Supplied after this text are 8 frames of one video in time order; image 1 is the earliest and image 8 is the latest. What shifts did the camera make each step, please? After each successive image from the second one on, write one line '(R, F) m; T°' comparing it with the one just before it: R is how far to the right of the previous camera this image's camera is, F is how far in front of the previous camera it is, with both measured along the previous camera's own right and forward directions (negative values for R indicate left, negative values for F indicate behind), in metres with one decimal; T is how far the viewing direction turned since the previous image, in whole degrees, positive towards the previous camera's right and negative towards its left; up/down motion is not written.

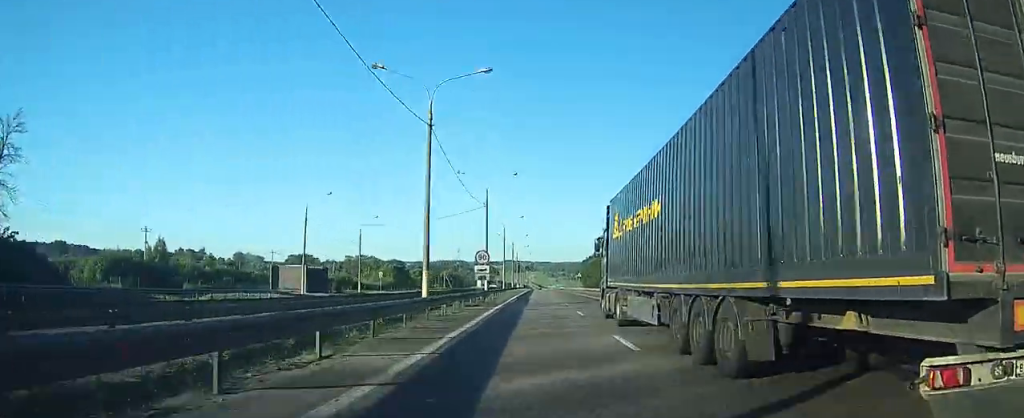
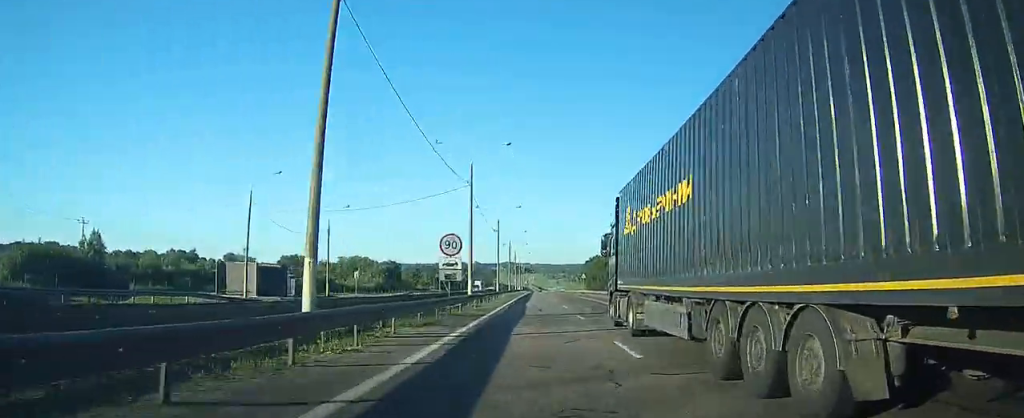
(+0.1, +13.0) m; 0°
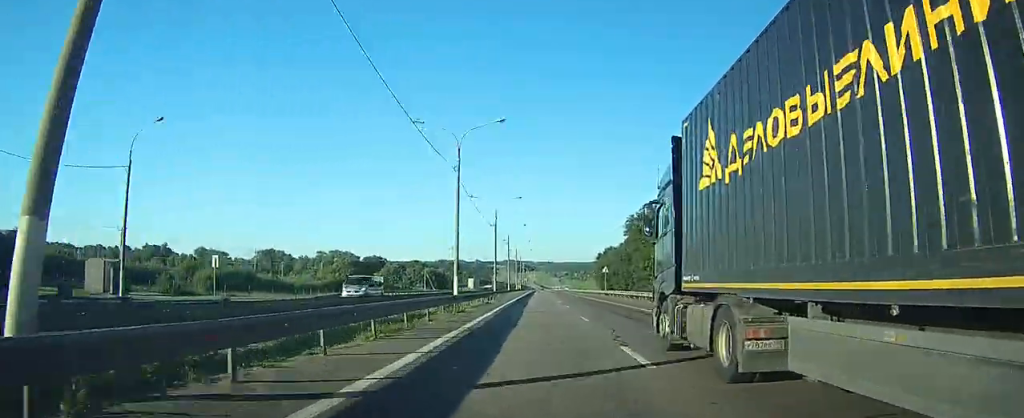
(+0.1, +37.8) m; 0°
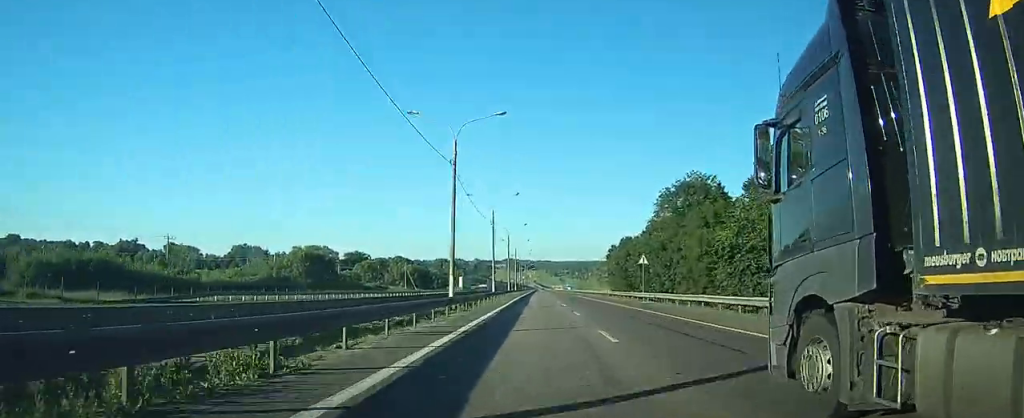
(-0.3, +32.0) m; -1°
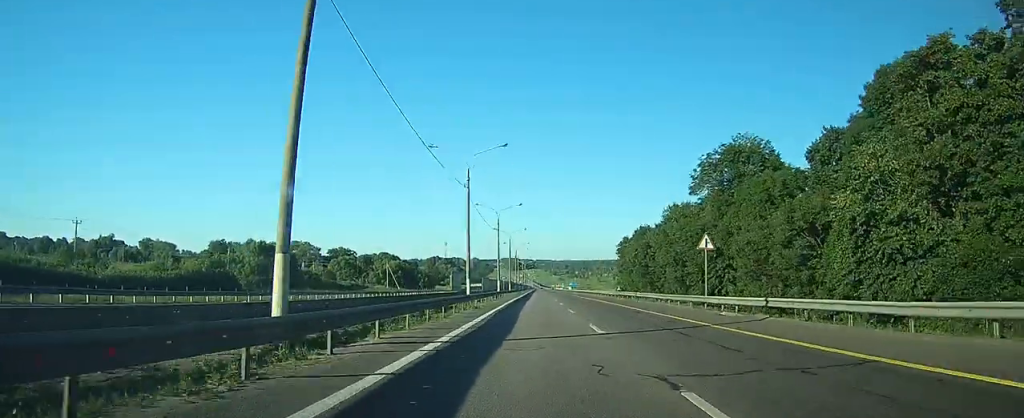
(0.0, +21.9) m; 0°
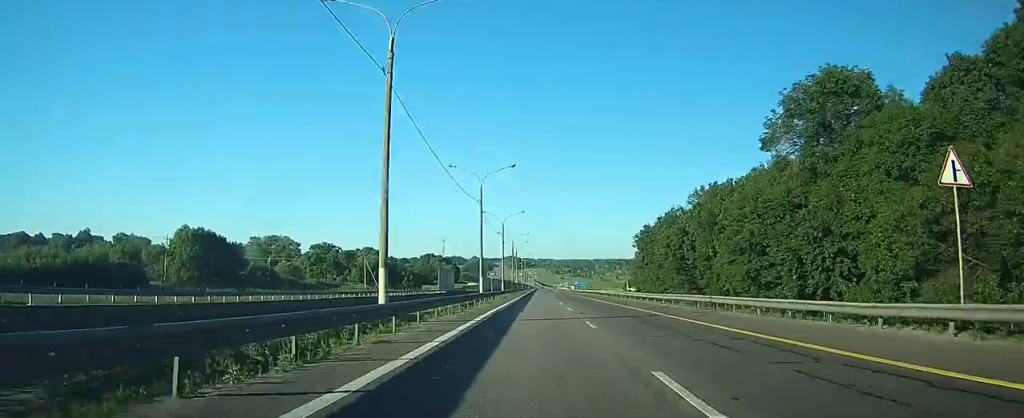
(0.0, +22.6) m; 0°
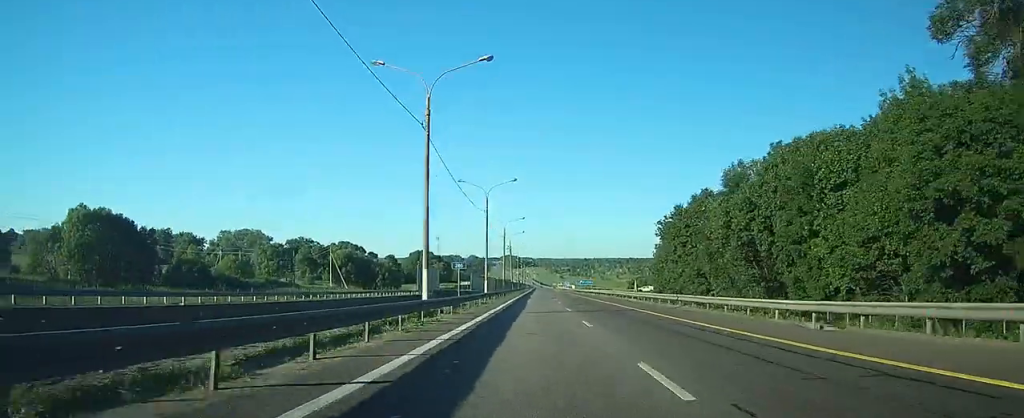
(0.0, +23.4) m; 0°
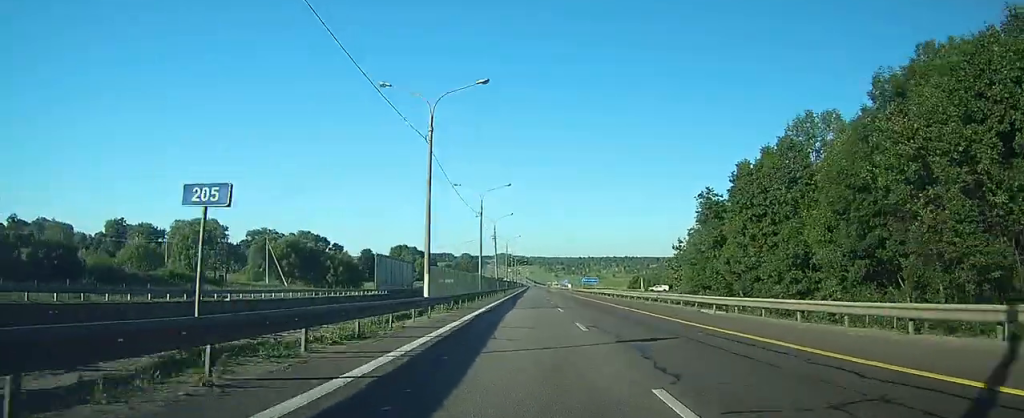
(0.0, +26.9) m; 0°
